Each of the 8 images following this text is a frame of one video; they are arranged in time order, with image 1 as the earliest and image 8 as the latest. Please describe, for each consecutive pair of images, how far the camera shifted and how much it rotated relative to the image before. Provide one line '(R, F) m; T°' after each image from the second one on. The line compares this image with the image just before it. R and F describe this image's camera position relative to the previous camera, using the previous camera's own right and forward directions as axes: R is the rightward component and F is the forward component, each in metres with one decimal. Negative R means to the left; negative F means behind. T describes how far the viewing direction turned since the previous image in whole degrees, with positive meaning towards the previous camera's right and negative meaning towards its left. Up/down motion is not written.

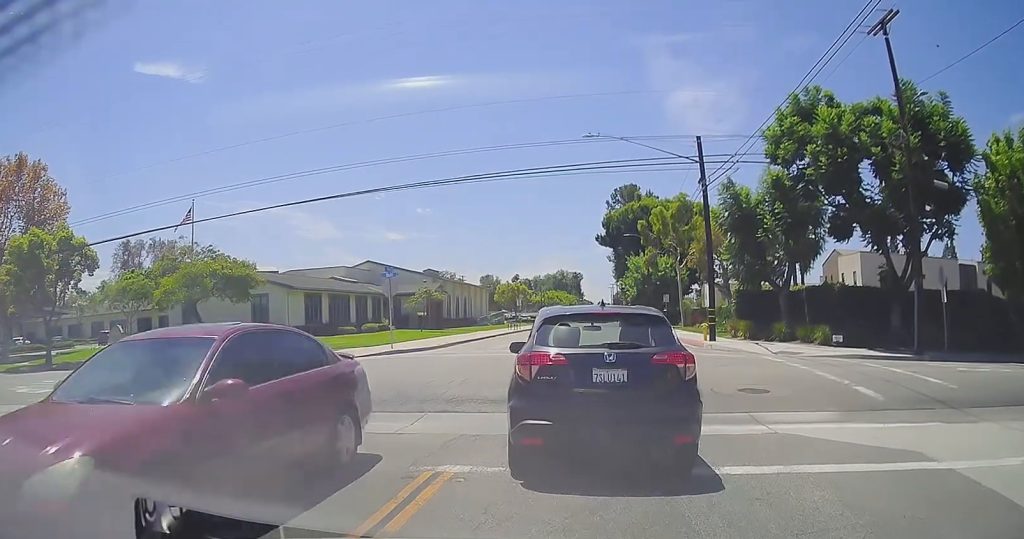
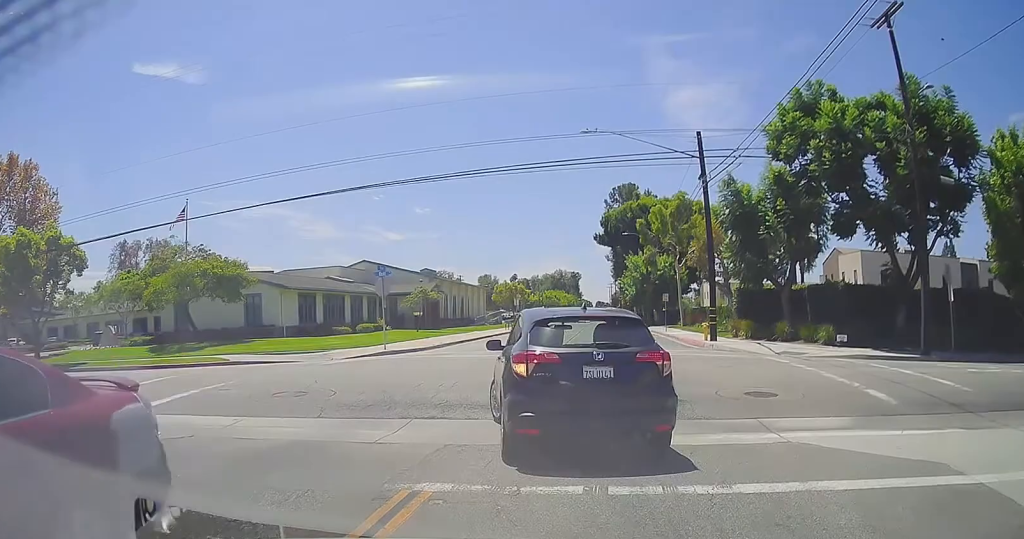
(+0.1, +0.5) m; 0°
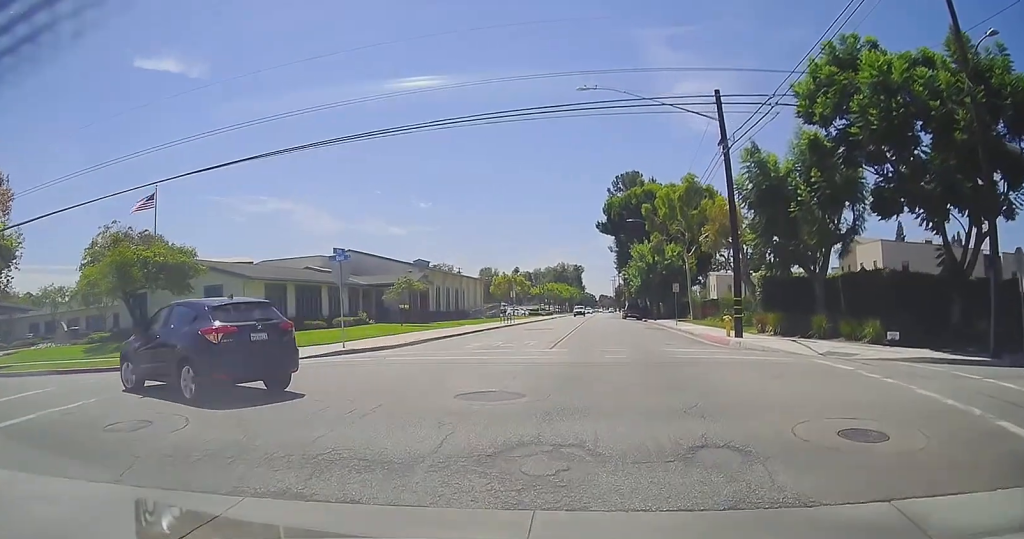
(-0.1, +4.3) m; -13°
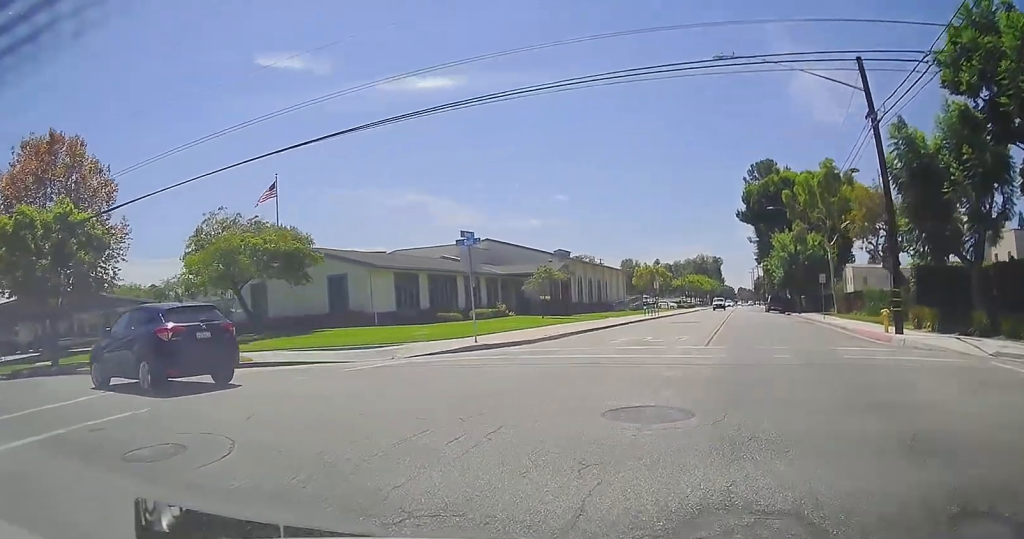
(-0.2, +2.6) m; -13°
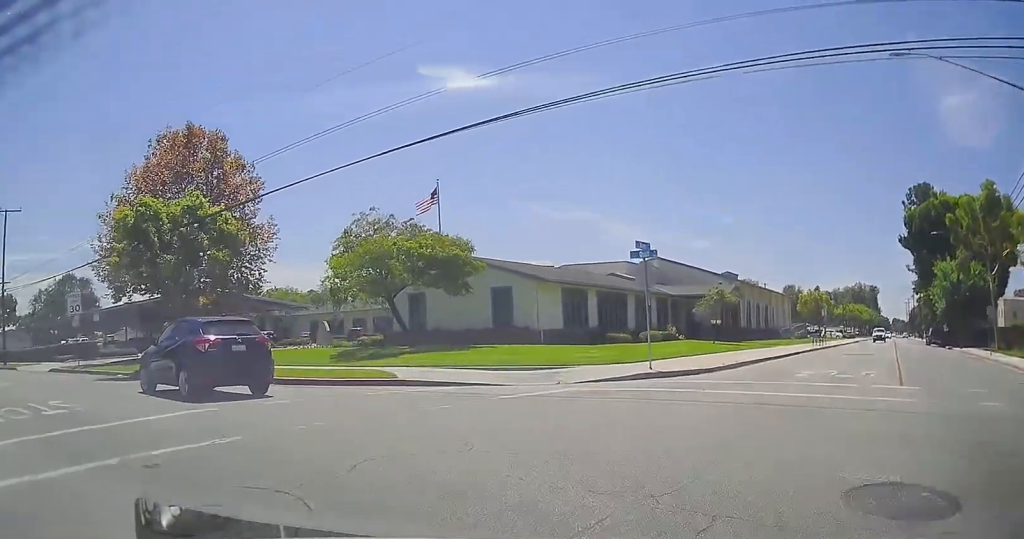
(-0.2, +2.3) m; -10°
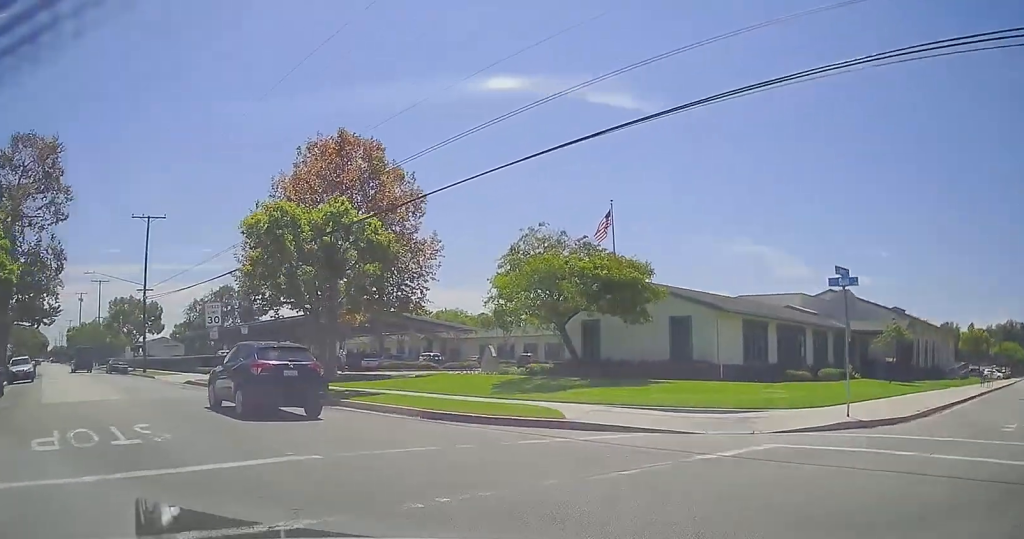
(-0.3, +2.7) m; -11°
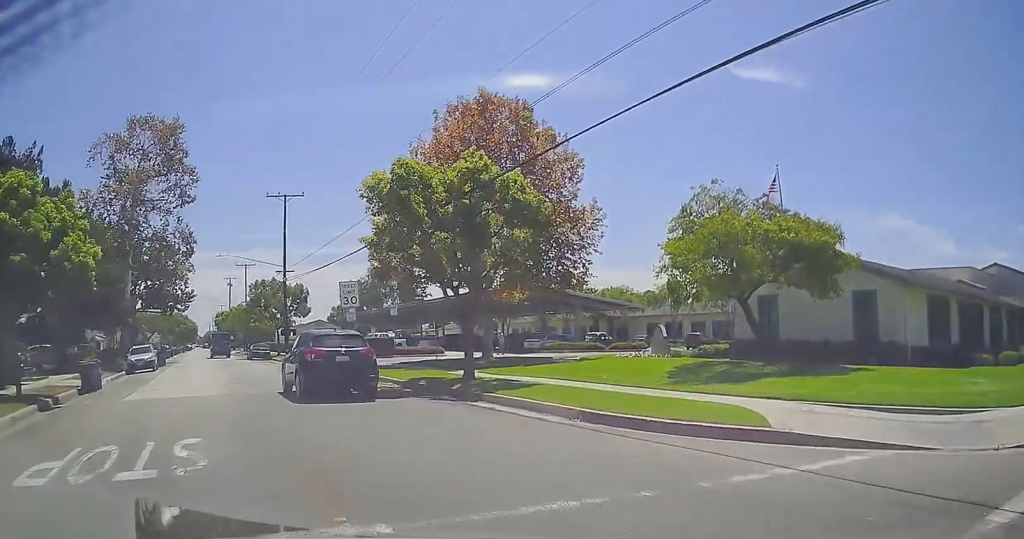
(+0.1, +3.6) m; -13°
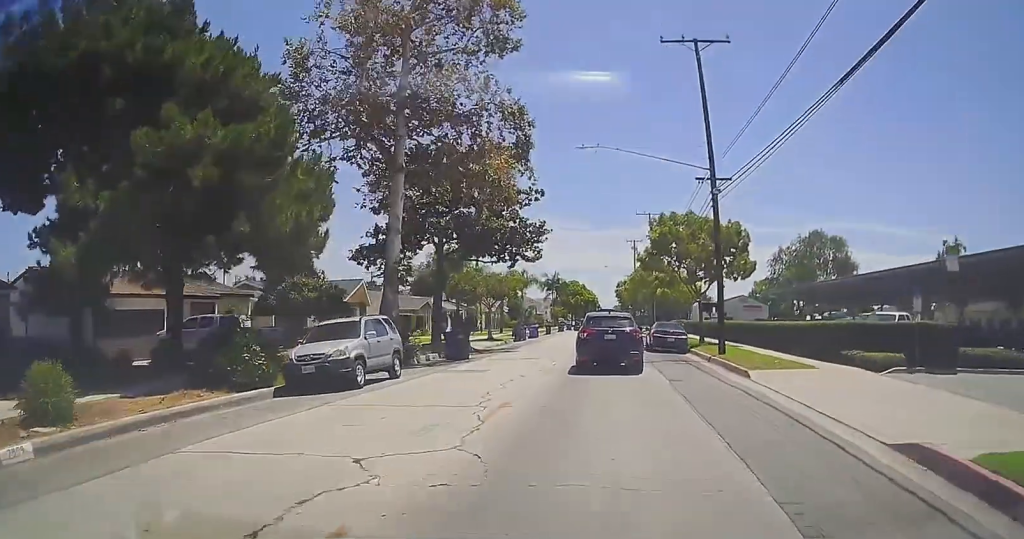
(-10.9, +23.4) m; -32°
